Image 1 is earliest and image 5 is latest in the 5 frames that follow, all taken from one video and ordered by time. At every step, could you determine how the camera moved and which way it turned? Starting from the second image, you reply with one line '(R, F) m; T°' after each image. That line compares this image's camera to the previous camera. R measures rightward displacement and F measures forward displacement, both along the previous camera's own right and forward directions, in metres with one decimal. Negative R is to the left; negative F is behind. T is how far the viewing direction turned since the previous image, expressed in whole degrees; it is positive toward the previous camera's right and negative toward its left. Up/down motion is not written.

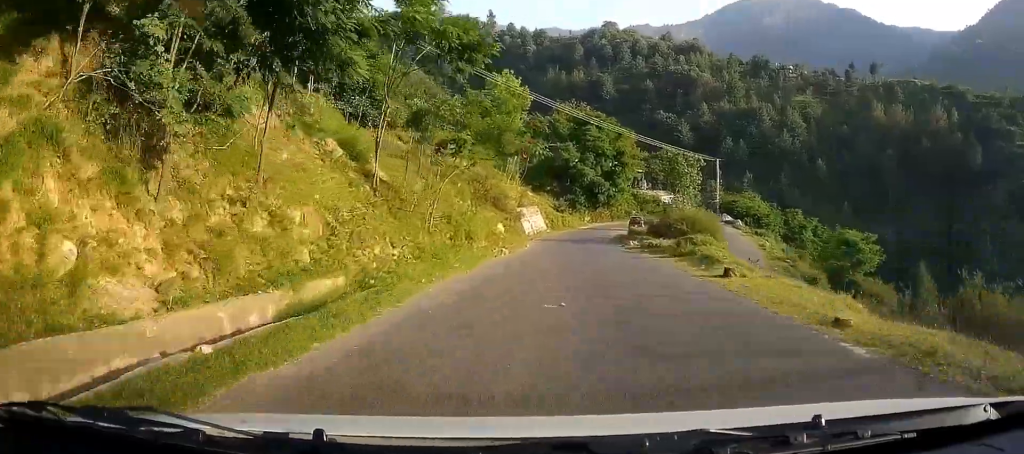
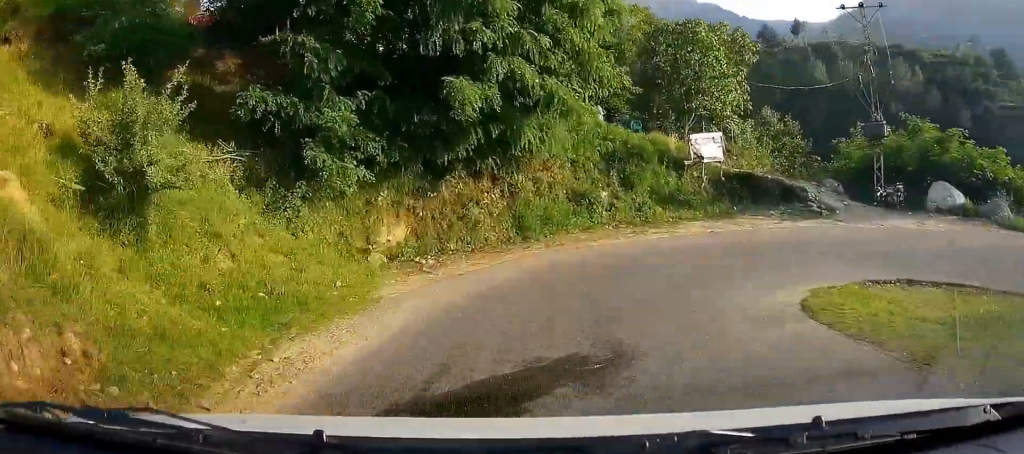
(+2.5, +59.8) m; +11°
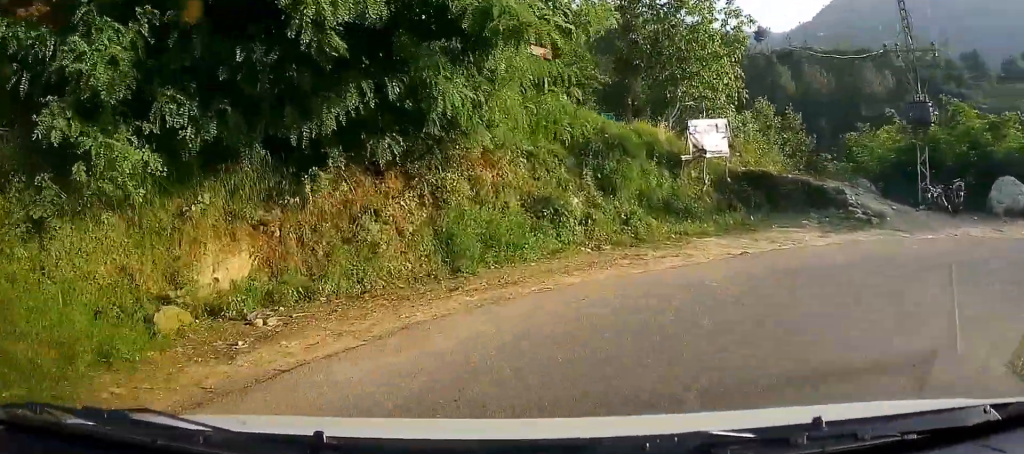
(0.0, +6.8) m; +8°
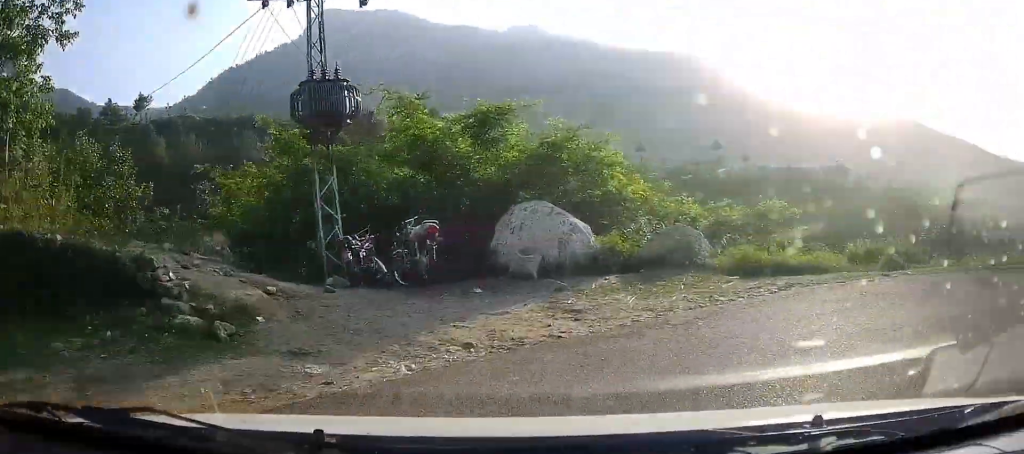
(+2.4, +12.1) m; +50°
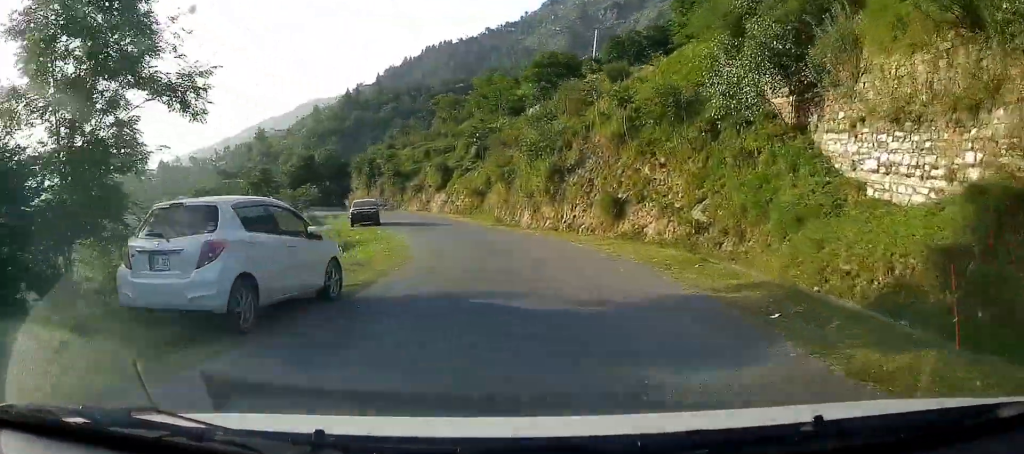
(+20.1, +0.2) m; +114°
